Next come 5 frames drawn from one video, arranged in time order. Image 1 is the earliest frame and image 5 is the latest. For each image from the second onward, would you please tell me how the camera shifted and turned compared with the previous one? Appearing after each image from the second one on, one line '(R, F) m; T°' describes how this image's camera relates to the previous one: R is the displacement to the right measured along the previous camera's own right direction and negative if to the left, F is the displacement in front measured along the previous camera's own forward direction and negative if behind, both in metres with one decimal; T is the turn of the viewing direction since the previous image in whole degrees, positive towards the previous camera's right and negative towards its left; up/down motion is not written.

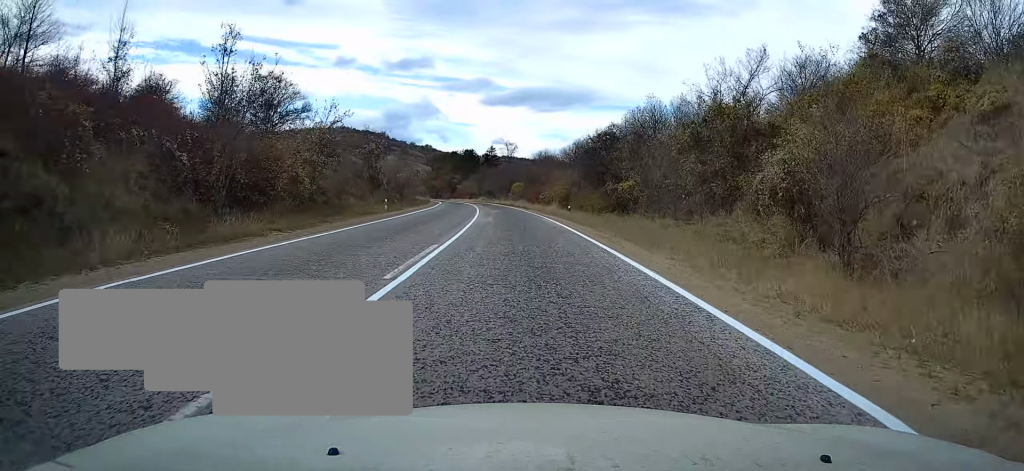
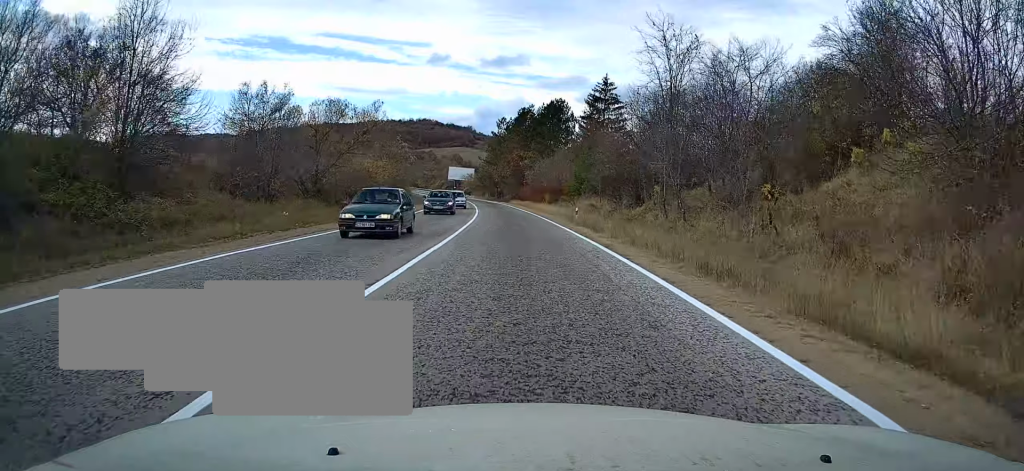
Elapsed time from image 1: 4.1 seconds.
(-7.0, +102.6) m; -8°
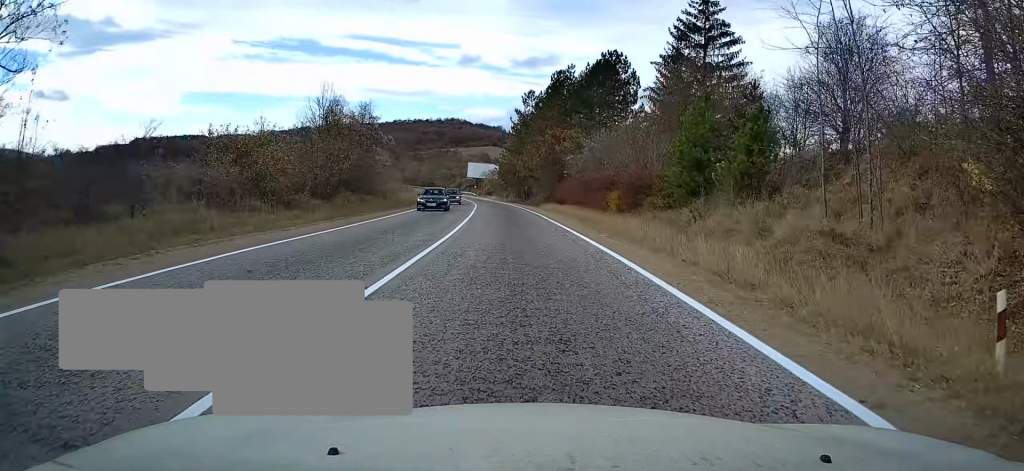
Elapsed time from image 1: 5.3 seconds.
(-0.8, +32.6) m; -2°
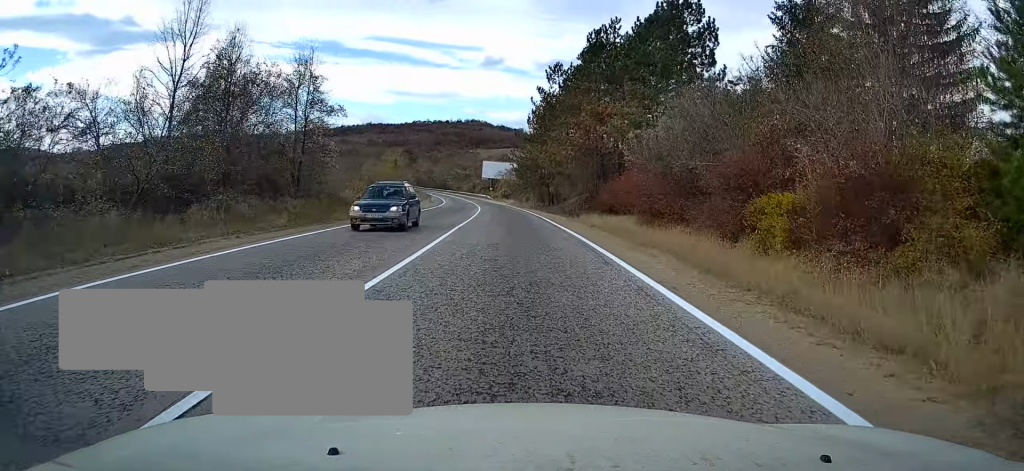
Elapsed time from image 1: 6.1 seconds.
(0.0, +20.8) m; -2°
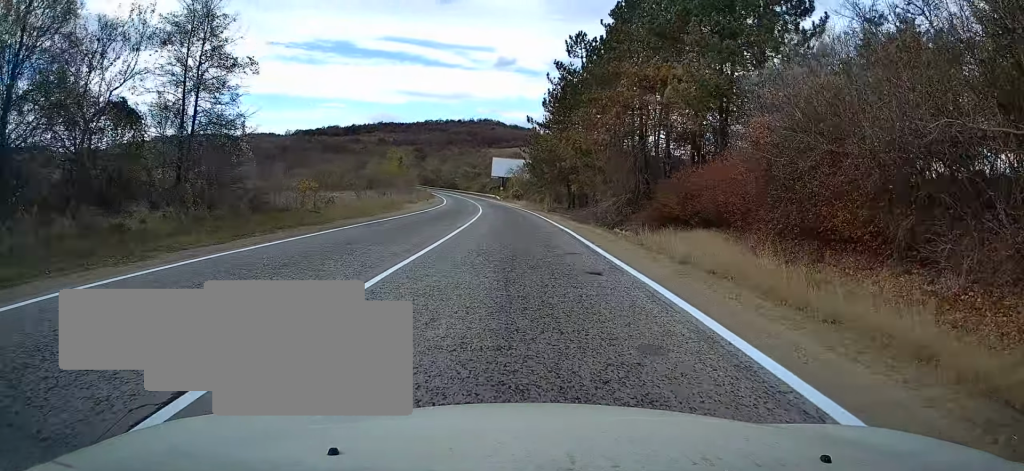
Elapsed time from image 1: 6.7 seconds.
(-0.3, +13.9) m; -2°
